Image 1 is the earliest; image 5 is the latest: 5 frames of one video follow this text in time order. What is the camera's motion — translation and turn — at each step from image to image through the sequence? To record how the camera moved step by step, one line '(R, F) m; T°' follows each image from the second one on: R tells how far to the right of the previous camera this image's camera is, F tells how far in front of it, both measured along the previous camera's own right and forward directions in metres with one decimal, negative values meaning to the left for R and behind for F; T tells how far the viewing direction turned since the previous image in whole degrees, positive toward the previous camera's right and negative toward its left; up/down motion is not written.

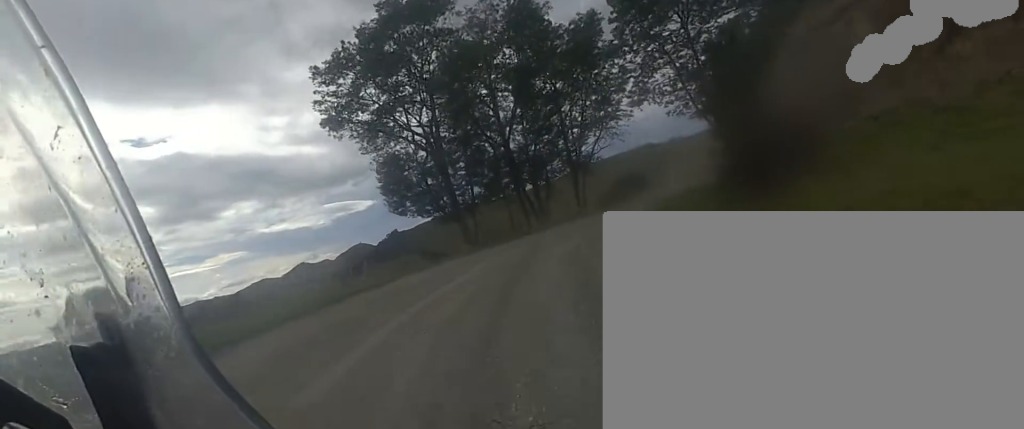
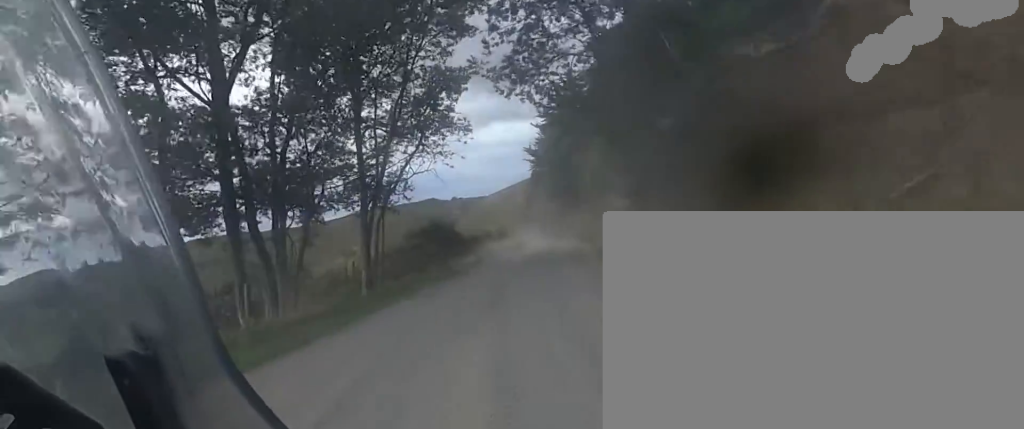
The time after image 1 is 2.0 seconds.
(+2.6, +17.6) m; +10°
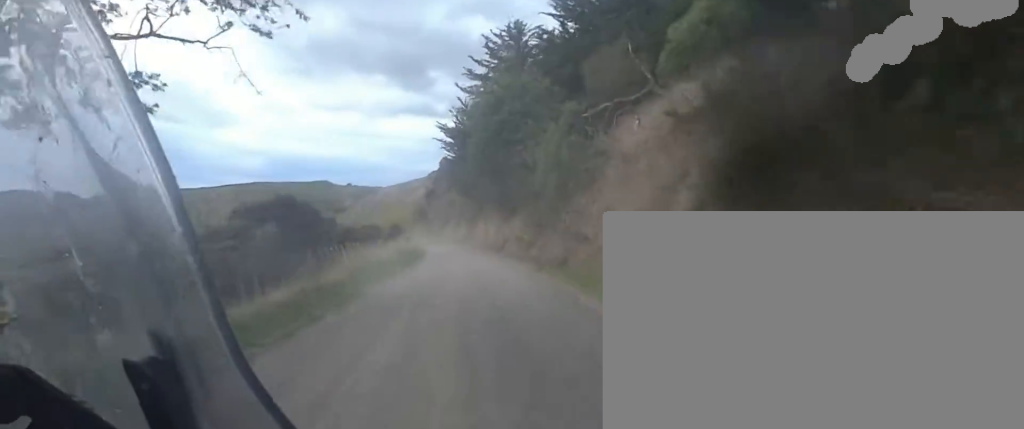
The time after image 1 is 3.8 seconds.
(+4.7, +17.2) m; +21°
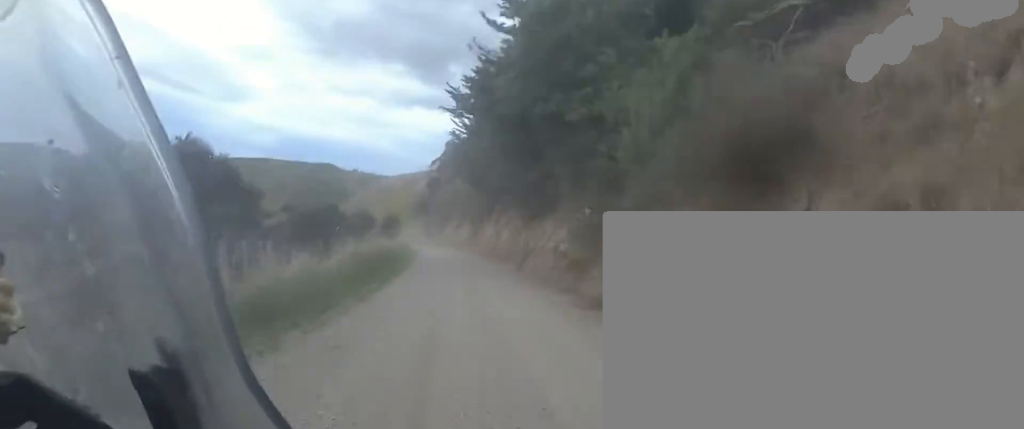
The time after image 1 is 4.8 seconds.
(-1.1, +12.6) m; -2°
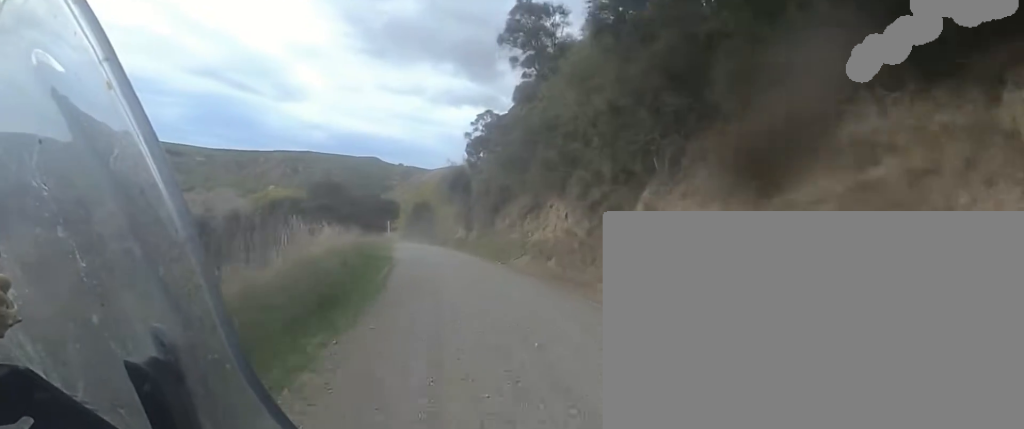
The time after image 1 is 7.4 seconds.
(-1.6, +35.6) m; -9°
